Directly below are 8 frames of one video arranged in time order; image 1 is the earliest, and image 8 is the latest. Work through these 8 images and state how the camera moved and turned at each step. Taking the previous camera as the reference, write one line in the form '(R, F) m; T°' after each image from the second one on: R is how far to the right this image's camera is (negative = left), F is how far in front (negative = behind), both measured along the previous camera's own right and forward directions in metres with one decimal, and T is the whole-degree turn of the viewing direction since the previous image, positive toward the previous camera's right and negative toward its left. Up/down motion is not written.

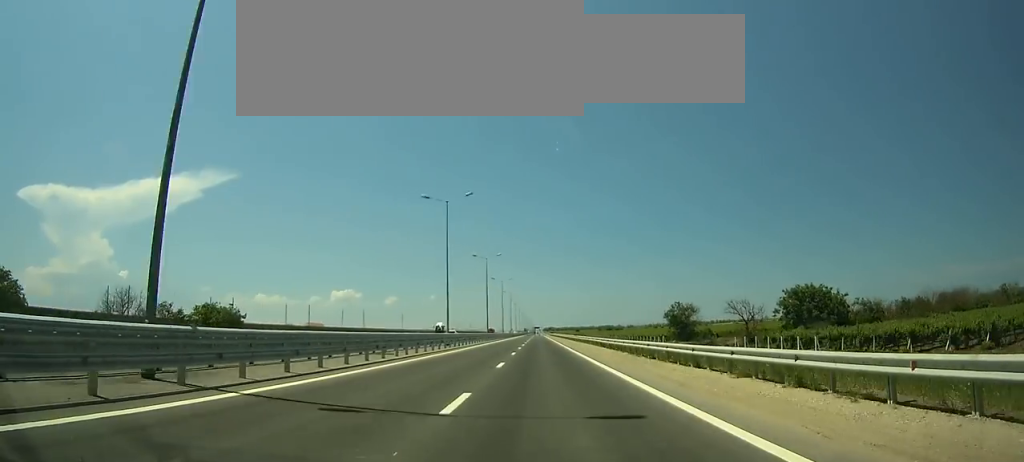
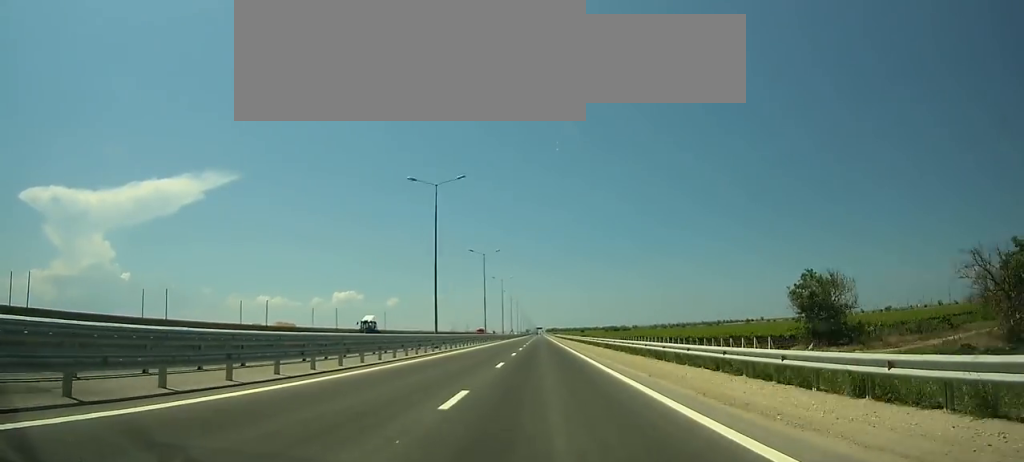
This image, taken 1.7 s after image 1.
(0.0, +47.1) m; 0°
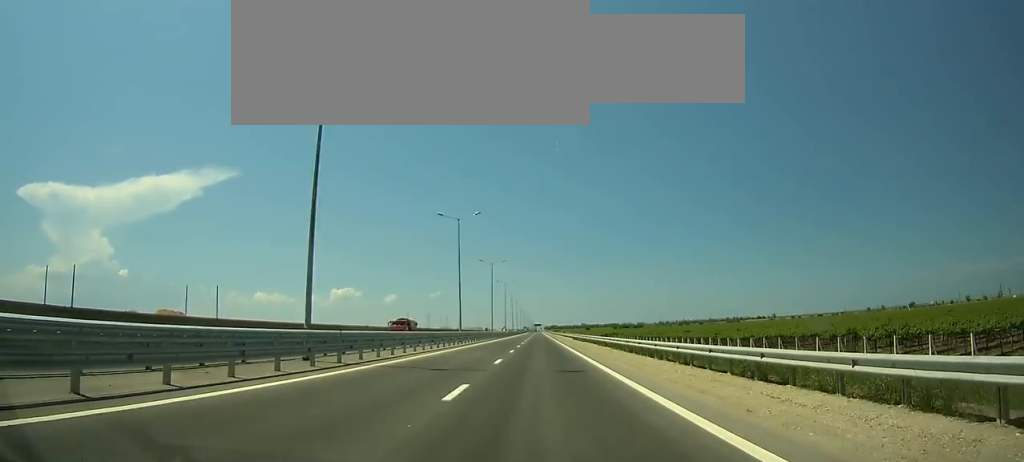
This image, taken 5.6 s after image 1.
(+0.1, +106.2) m; 0°
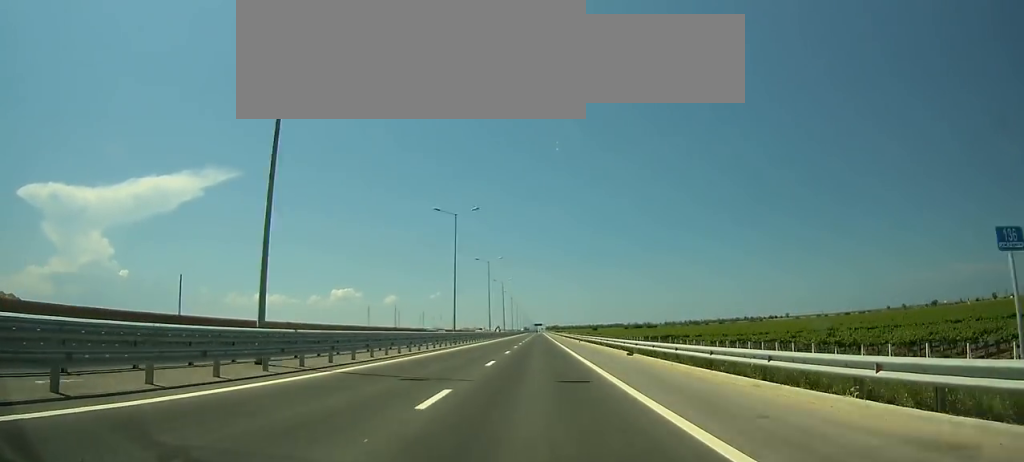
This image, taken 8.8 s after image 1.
(0.0, +85.9) m; 0°
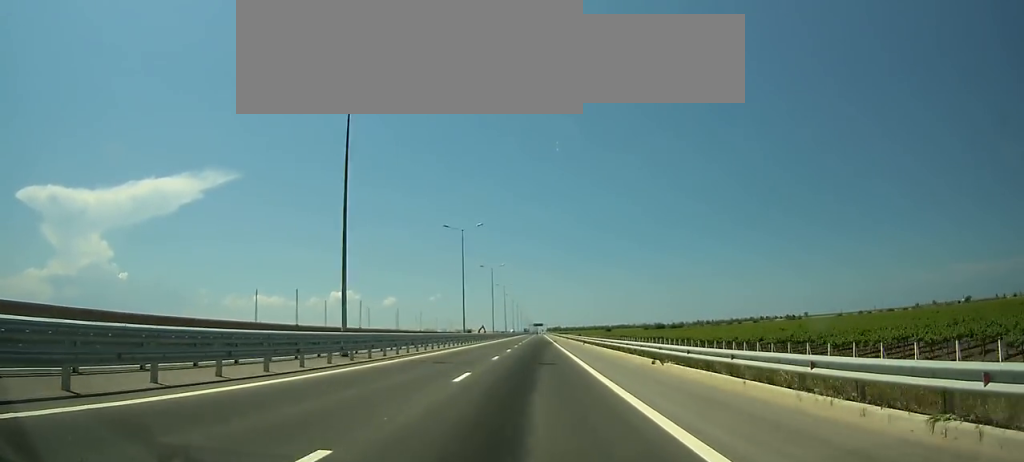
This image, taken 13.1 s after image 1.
(0.0, +114.6) m; 0°
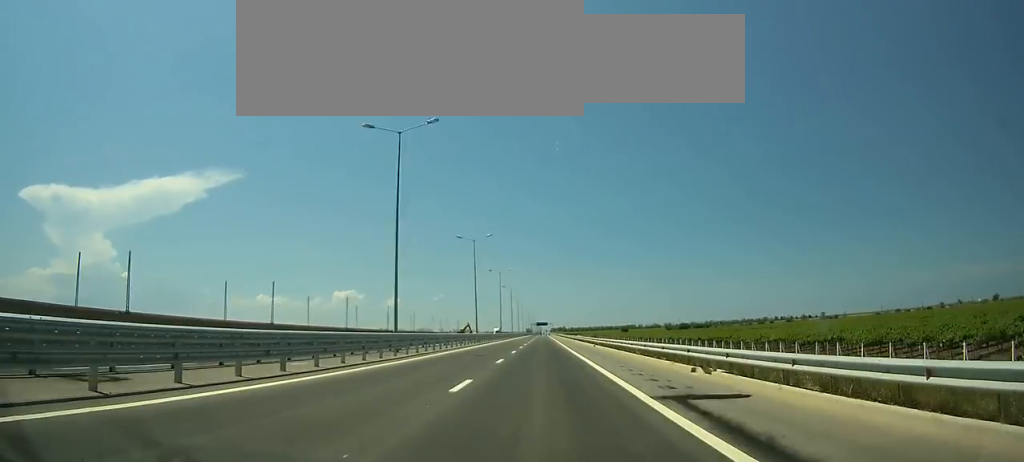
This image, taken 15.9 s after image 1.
(-0.3, +74.4) m; 0°
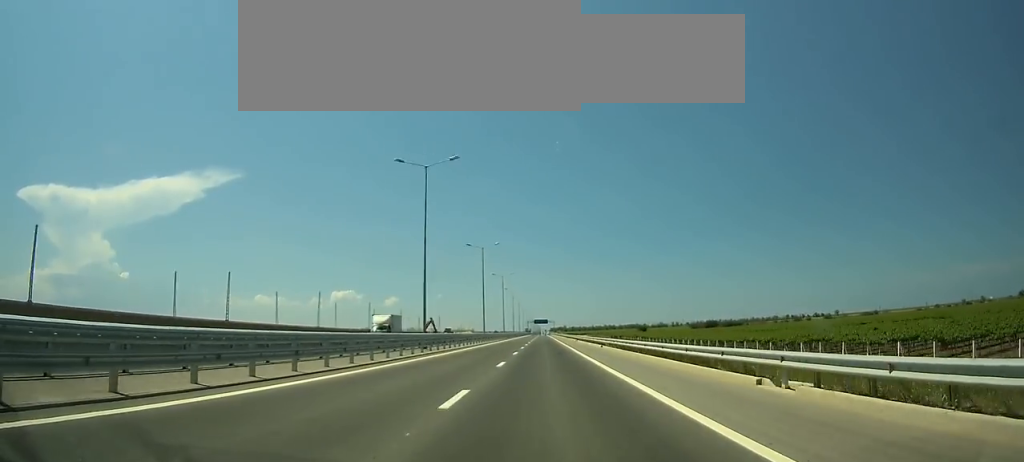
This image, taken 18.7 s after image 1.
(-0.1, +74.3) m; 0°
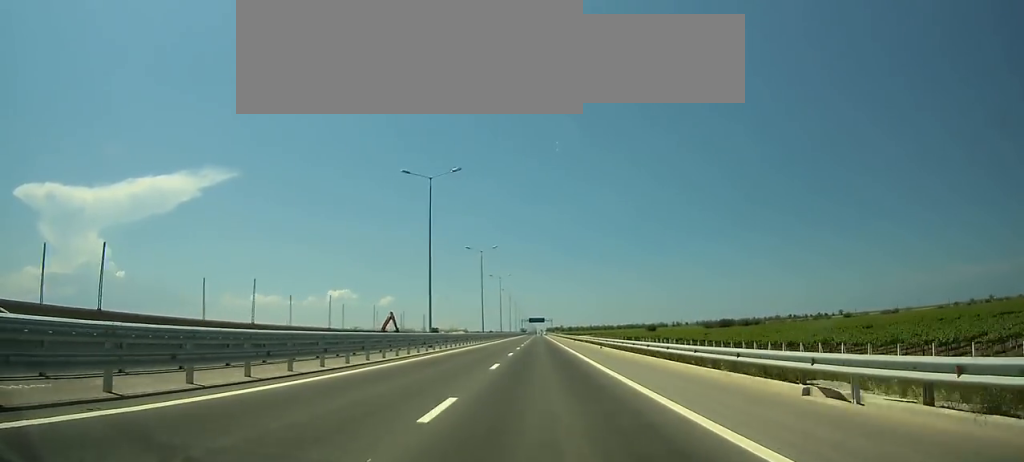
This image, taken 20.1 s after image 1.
(0.0, +37.1) m; 0°
